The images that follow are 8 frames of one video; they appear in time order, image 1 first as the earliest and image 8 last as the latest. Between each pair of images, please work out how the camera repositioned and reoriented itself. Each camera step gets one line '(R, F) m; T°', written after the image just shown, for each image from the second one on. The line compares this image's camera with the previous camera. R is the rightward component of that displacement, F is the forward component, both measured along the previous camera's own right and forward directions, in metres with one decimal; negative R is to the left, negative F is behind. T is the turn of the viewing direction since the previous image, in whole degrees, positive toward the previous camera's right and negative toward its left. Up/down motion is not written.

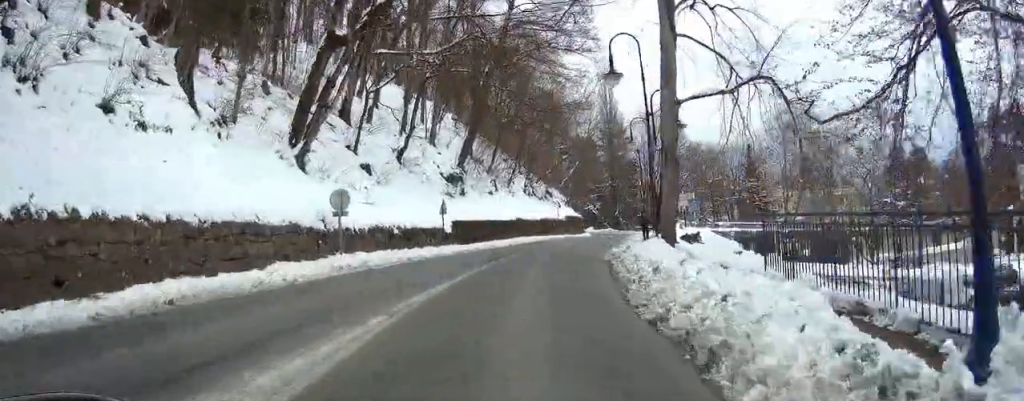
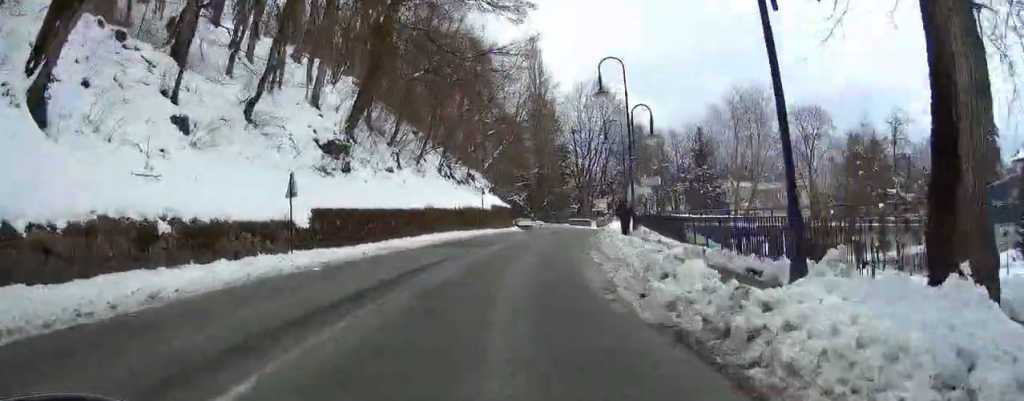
(+0.9, +13.7) m; +5°
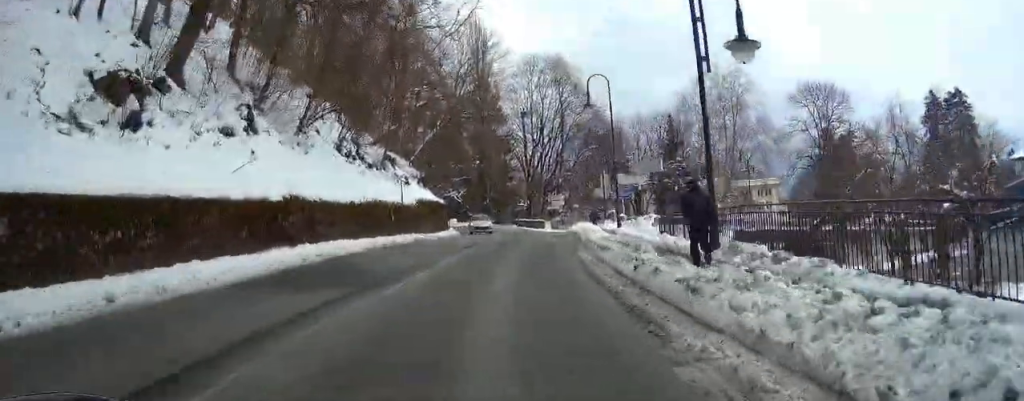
(+0.2, +15.5) m; -7°
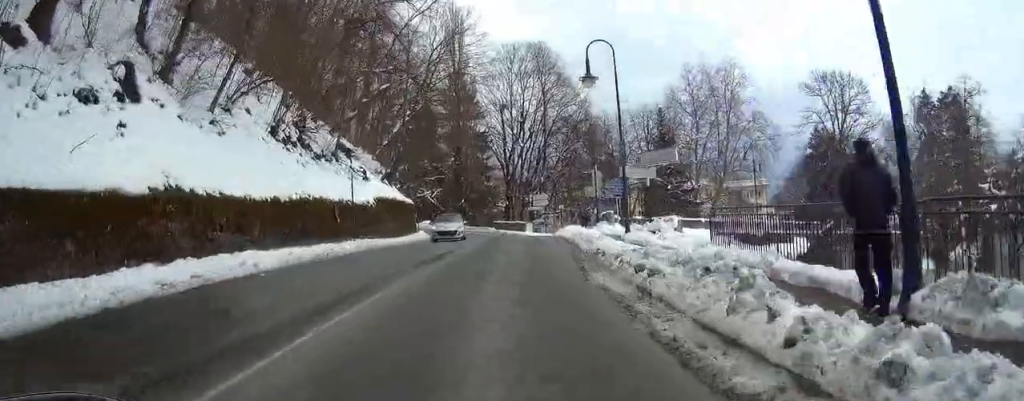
(-0.6, +6.8) m; +3°
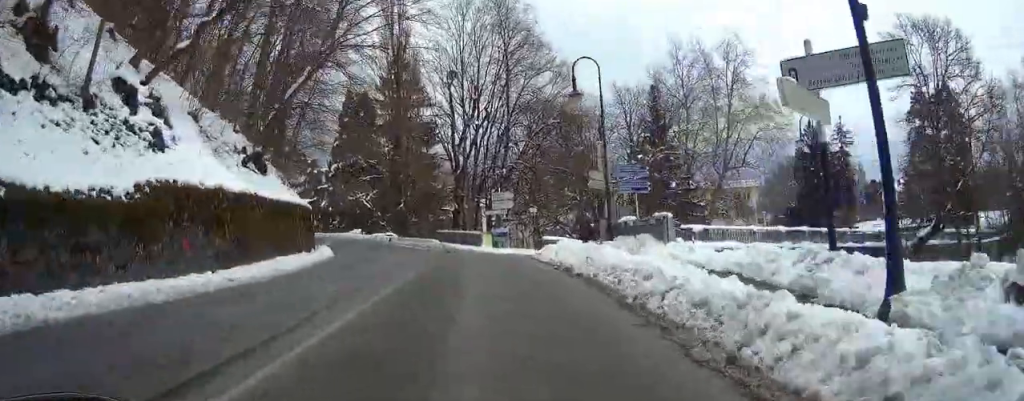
(+3.8, +18.1) m; +26°
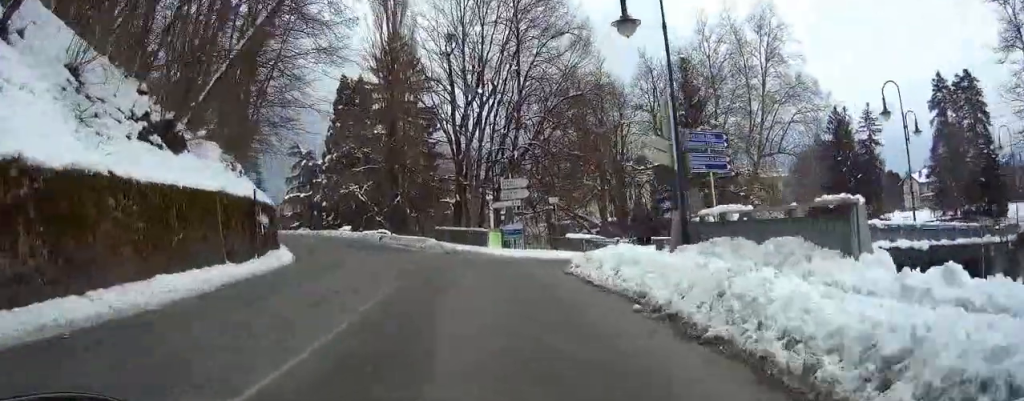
(+0.6, +8.5) m; -3°
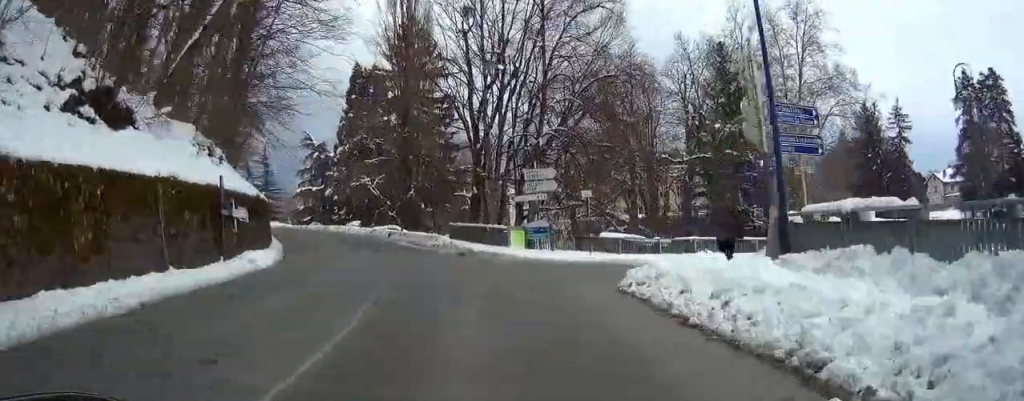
(-0.3, +4.9) m; -3°
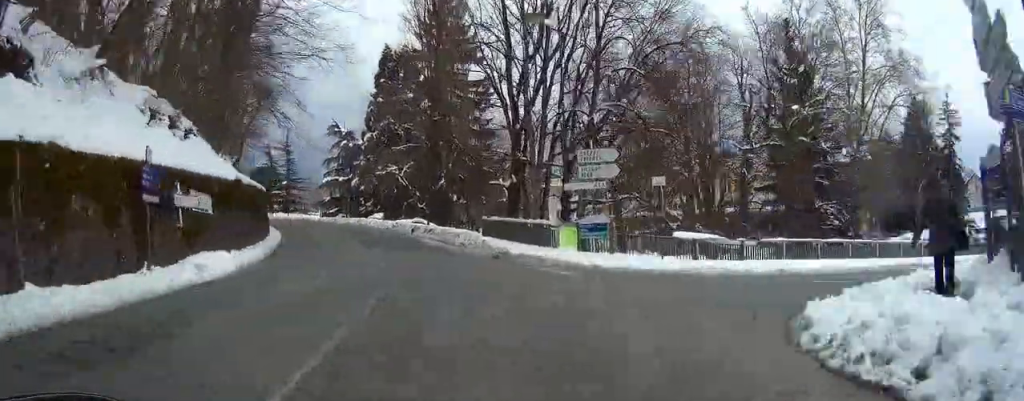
(-0.6, +6.2) m; -5°
